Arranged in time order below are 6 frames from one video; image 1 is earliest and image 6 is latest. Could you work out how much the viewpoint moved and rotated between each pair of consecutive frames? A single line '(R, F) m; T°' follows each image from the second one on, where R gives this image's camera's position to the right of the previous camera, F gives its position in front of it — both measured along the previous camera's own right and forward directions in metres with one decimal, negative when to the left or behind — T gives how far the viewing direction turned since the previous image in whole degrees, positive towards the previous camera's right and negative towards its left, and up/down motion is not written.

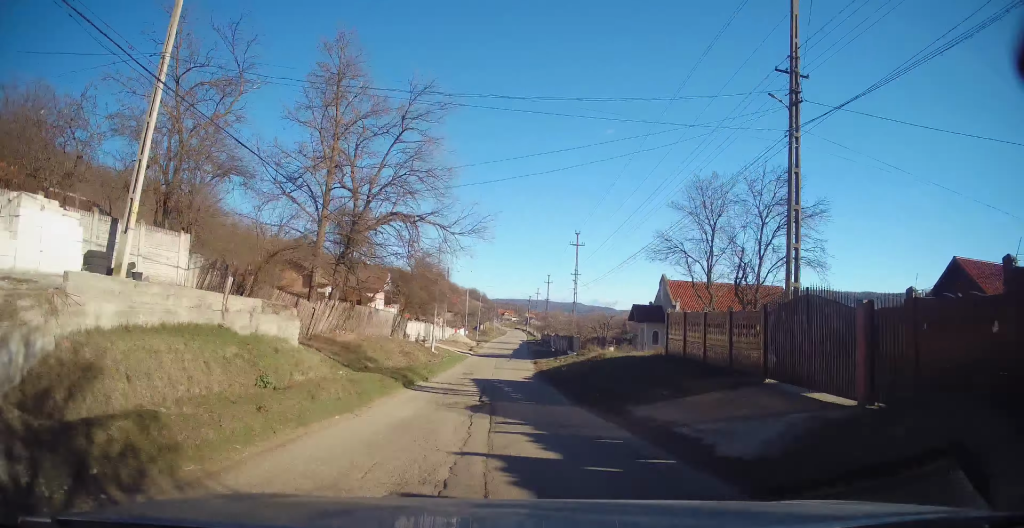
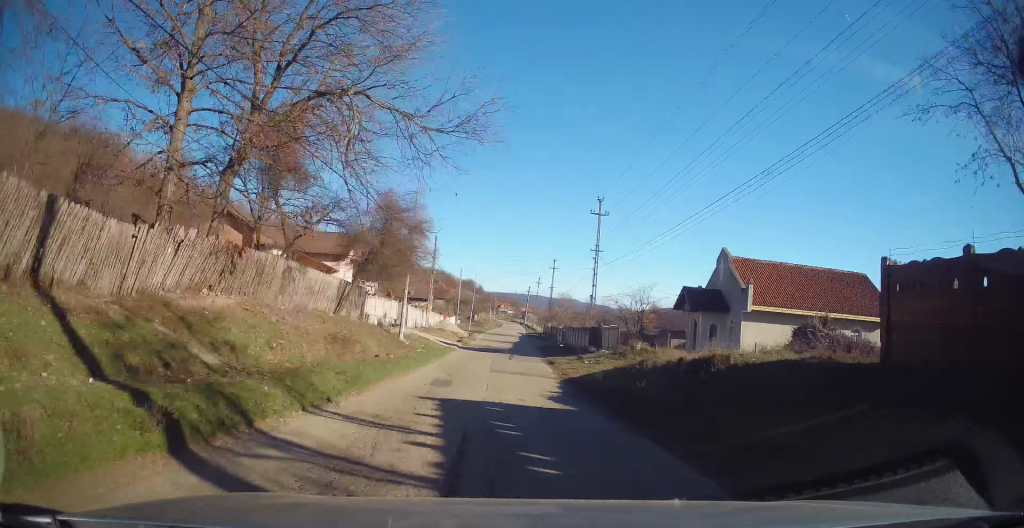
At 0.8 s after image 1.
(+0.4, +12.0) m; +2°
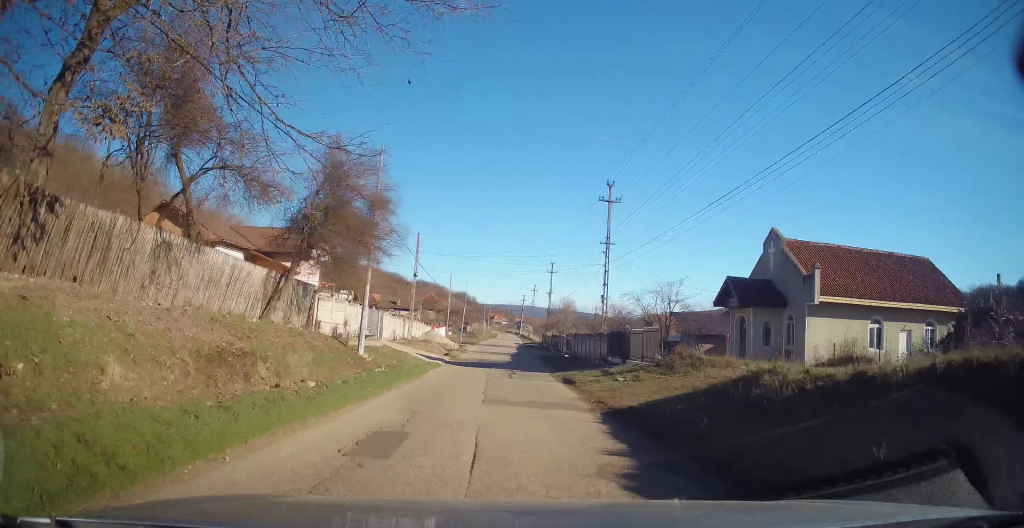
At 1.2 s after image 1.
(0.0, +7.0) m; -1°
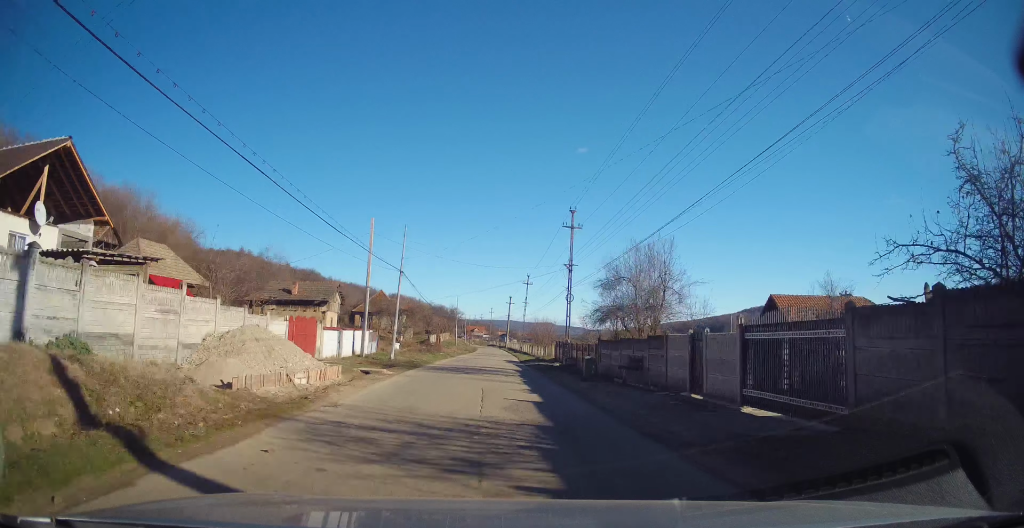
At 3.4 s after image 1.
(-0.4, +36.5) m; +1°
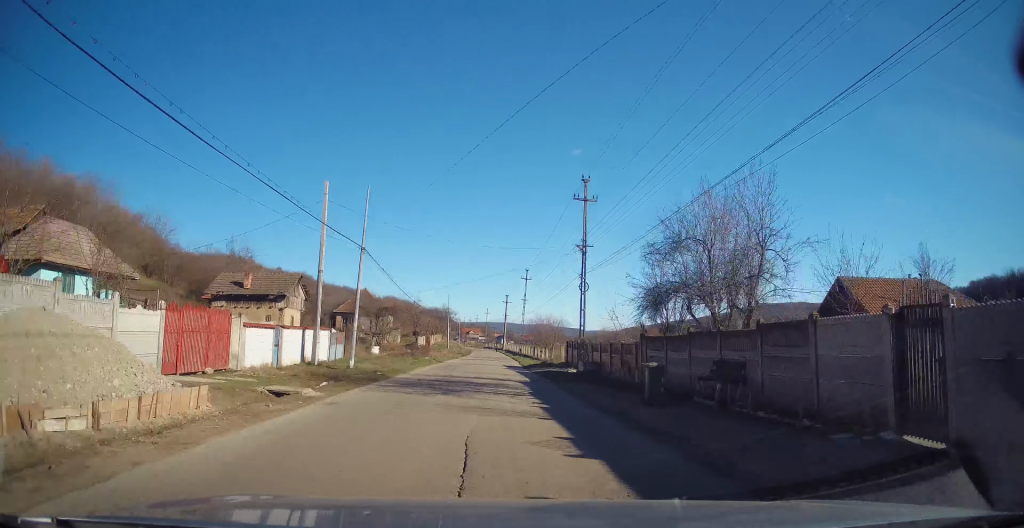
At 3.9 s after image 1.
(+0.1, +8.5) m; +1°
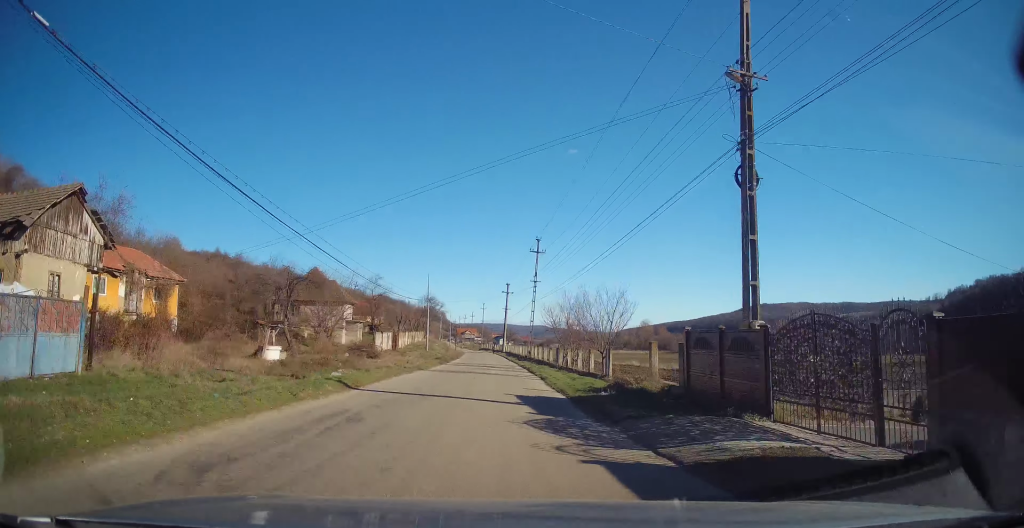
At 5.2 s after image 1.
(0.0, +22.9) m; 0°
